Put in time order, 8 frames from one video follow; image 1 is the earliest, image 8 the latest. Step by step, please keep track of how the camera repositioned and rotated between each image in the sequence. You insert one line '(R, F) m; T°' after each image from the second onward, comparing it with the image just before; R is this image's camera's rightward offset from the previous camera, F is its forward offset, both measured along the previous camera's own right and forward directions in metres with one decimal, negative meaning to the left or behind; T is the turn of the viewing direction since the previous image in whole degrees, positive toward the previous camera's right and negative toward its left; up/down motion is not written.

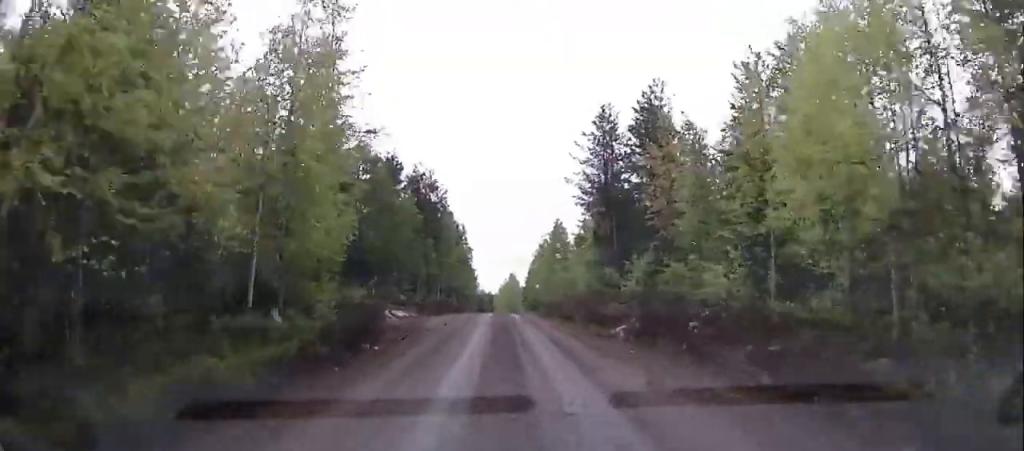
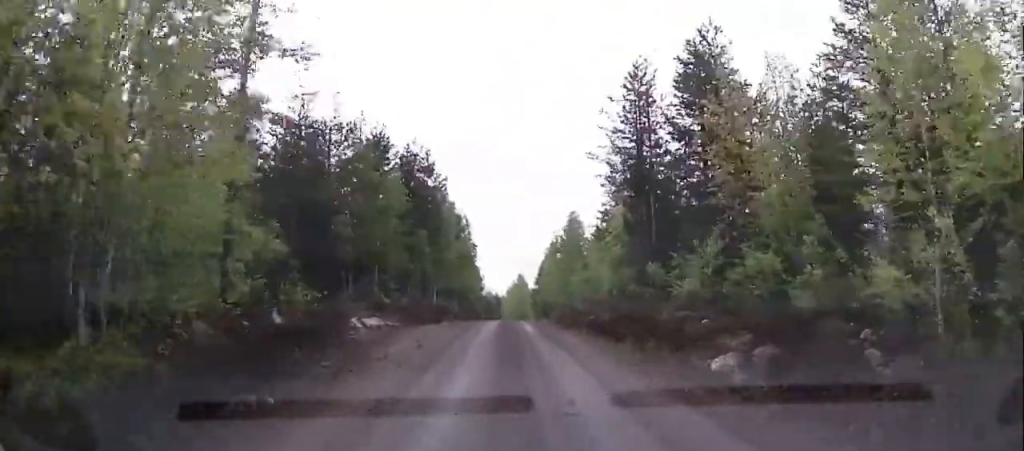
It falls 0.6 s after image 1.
(0.0, +7.8) m; 0°
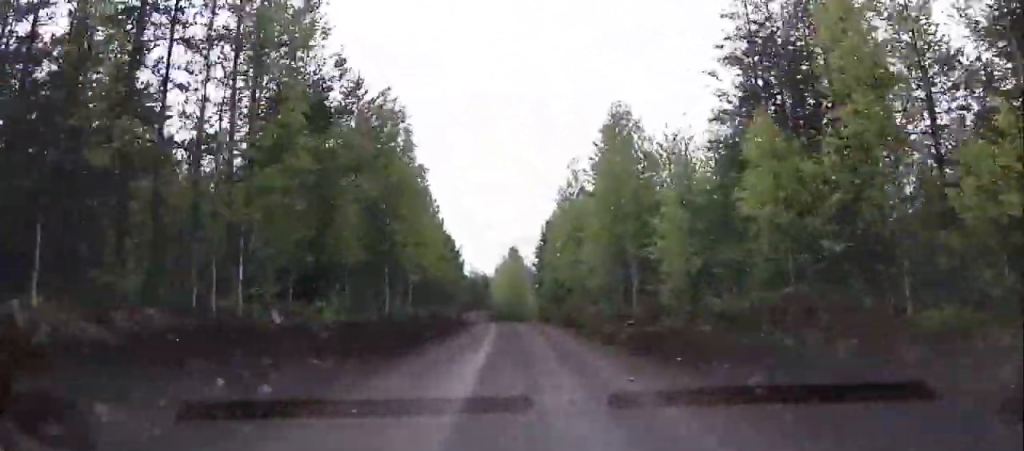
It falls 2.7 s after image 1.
(0.0, +30.7) m; 0°
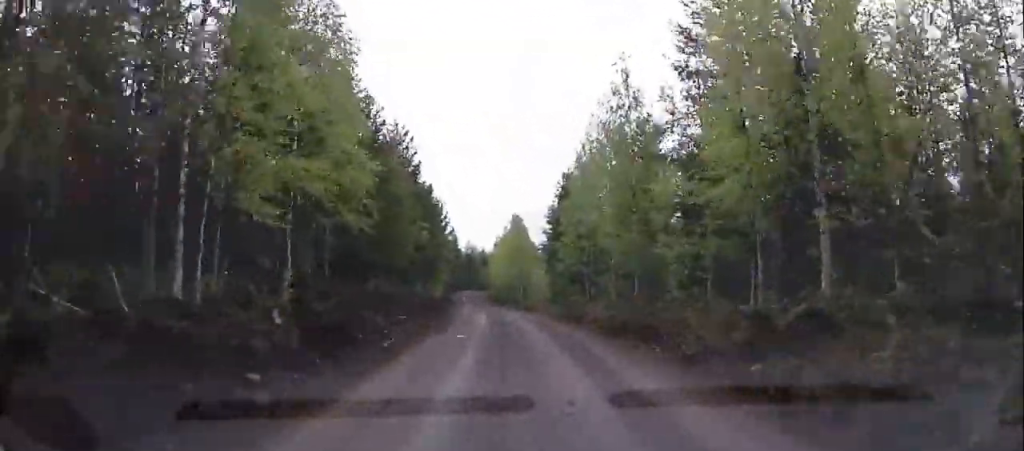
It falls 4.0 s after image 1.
(0.0, +19.4) m; 0°
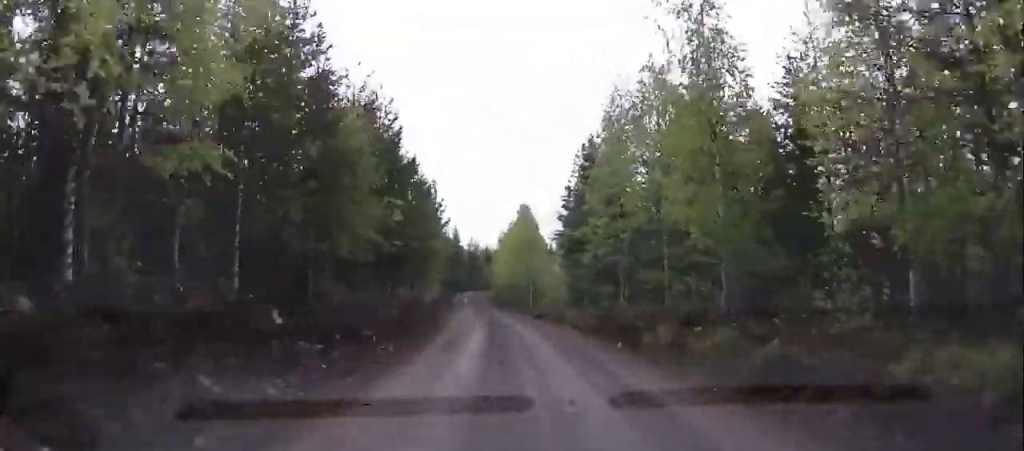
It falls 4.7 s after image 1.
(0.0, +11.9) m; +1°
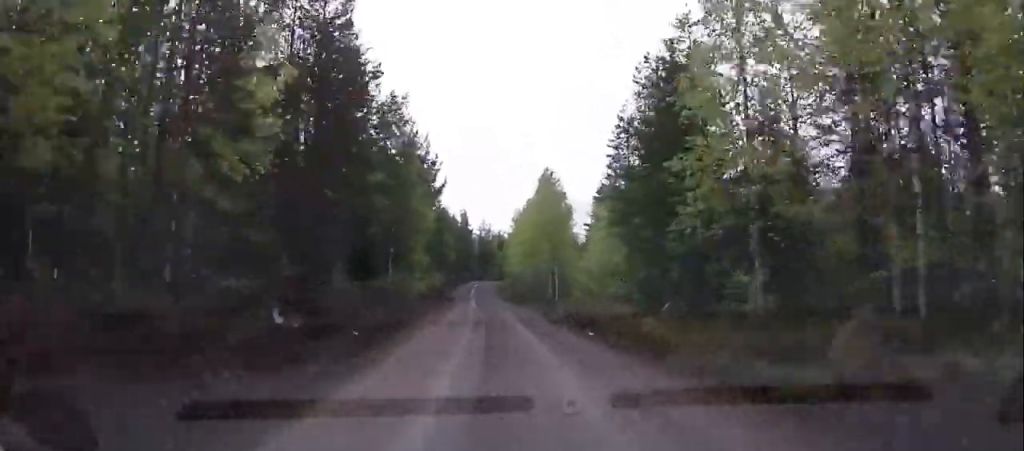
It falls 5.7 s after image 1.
(+0.3, +19.3) m; +4°
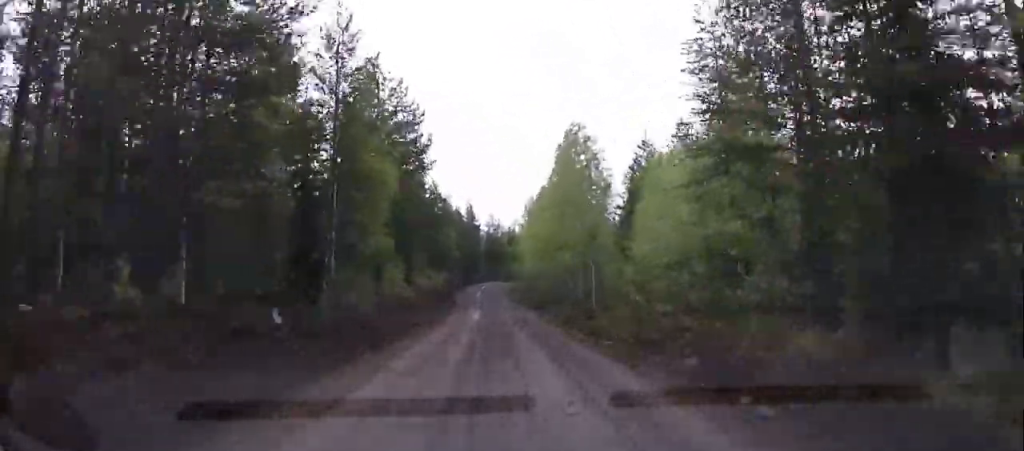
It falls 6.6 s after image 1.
(+0.8, +18.2) m; +2°
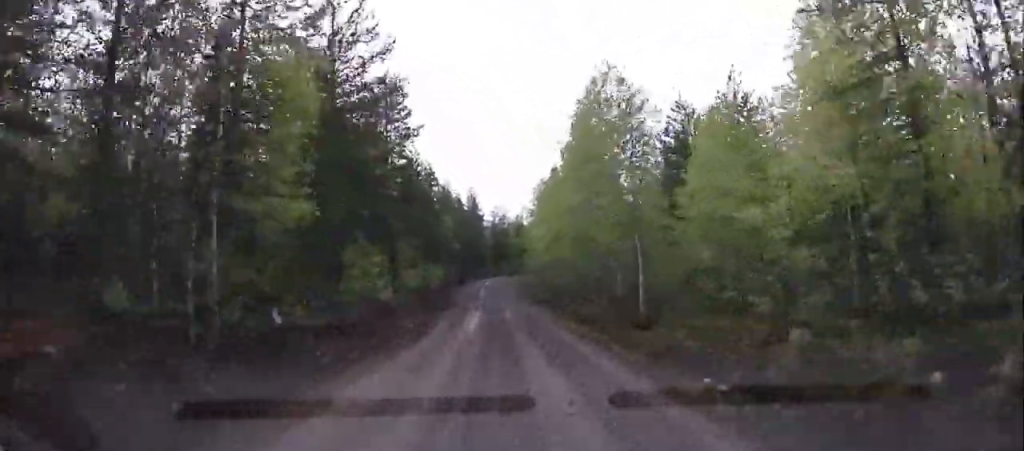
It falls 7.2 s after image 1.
(+0.1, +12.8) m; 0°
